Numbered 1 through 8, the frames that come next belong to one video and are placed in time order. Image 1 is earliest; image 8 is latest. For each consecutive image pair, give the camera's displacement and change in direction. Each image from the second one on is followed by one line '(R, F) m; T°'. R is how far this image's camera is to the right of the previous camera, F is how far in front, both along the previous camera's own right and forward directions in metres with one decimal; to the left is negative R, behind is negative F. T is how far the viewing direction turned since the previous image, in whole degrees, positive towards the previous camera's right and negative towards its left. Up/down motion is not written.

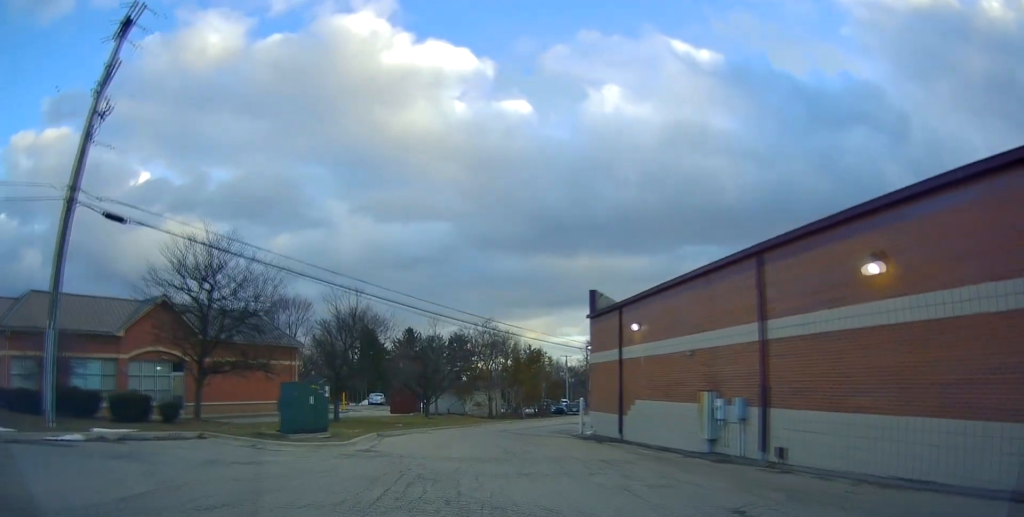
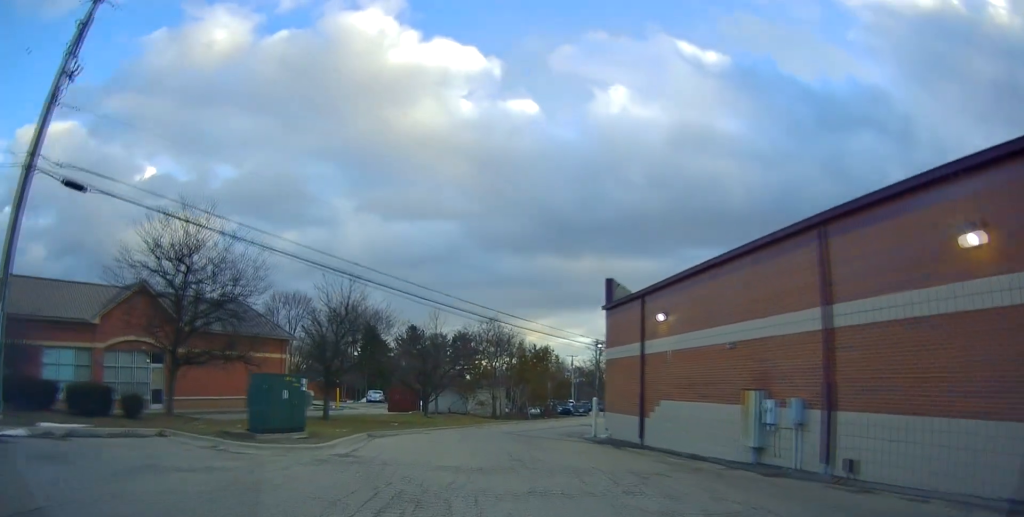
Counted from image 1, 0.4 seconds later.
(-0.1, +2.8) m; -2°
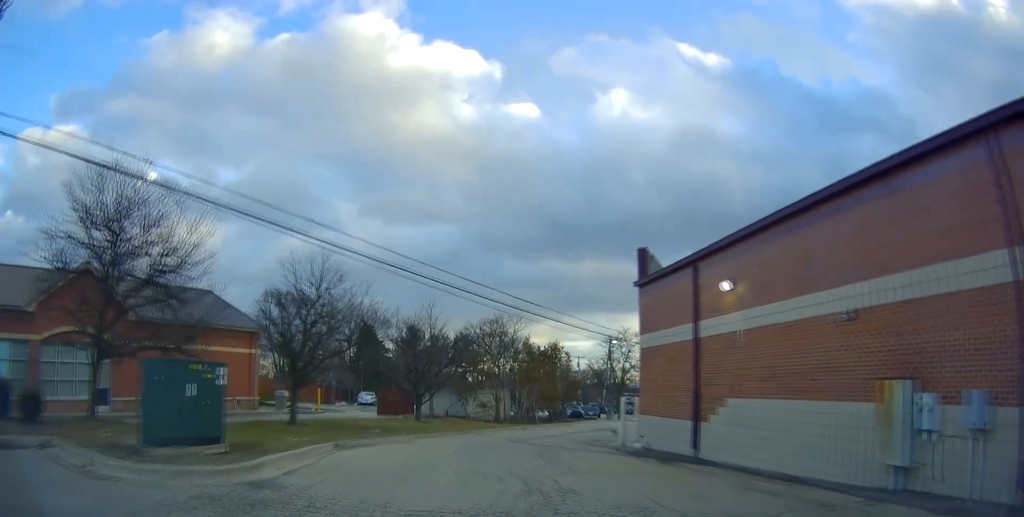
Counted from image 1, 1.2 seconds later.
(-0.1, +5.4) m; -3°
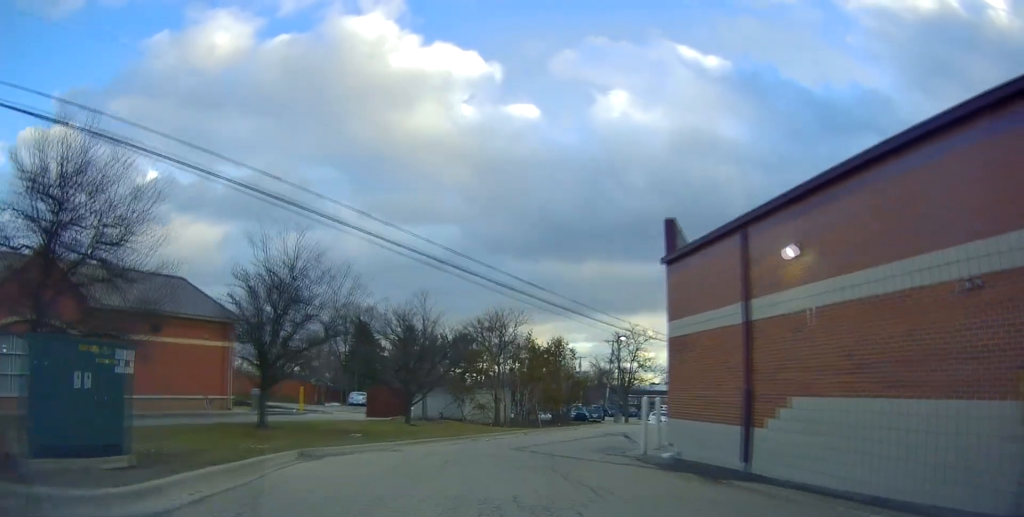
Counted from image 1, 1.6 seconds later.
(-0.2, +3.4) m; 0°
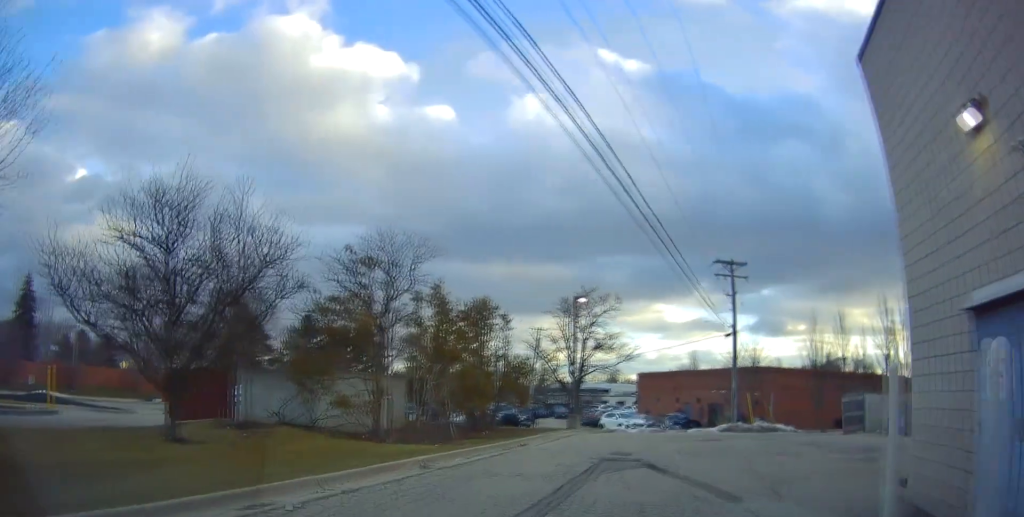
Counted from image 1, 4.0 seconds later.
(+1.1, +17.0) m; +12°
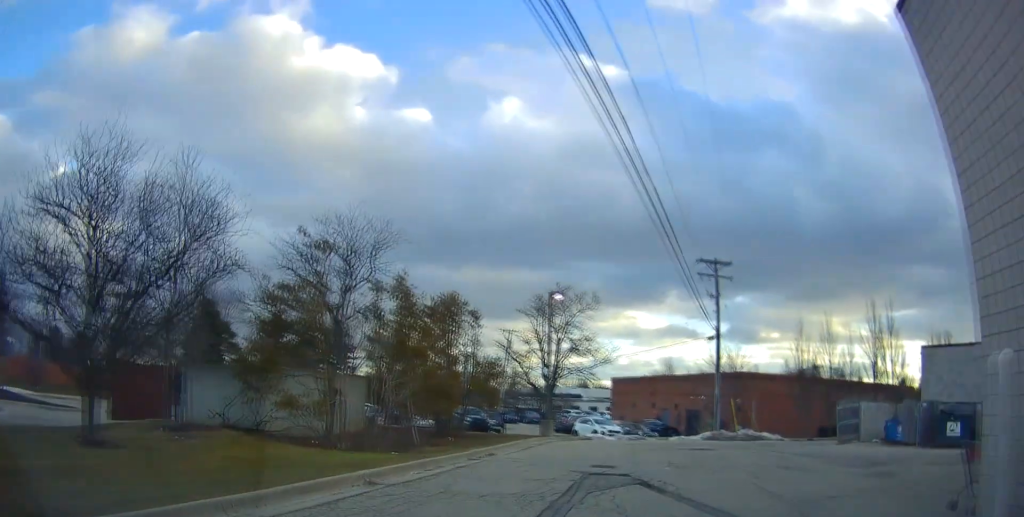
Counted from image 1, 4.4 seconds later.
(+0.3, +2.4) m; +5°
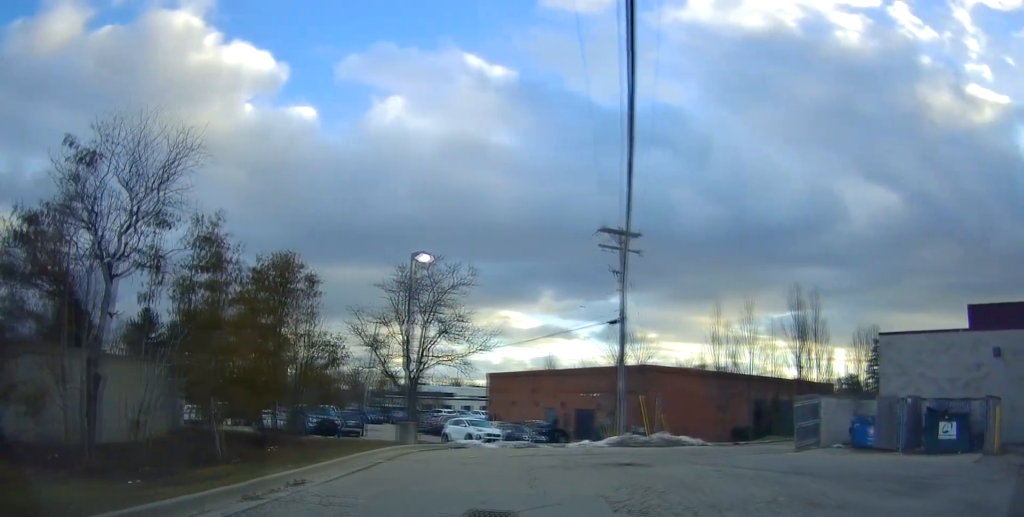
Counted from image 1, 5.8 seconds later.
(+1.0, +7.6) m; +11°
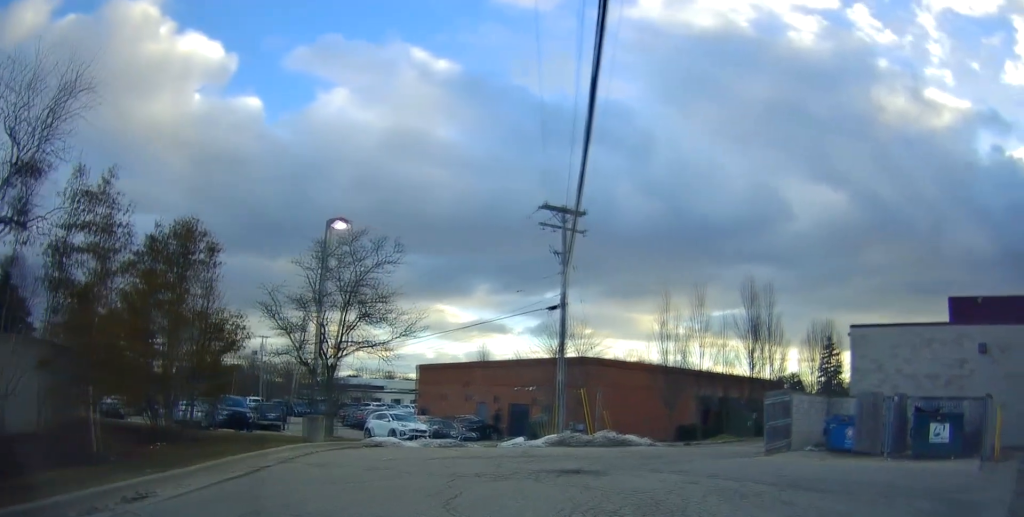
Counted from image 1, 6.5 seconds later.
(0.0, +3.0) m; +4°
